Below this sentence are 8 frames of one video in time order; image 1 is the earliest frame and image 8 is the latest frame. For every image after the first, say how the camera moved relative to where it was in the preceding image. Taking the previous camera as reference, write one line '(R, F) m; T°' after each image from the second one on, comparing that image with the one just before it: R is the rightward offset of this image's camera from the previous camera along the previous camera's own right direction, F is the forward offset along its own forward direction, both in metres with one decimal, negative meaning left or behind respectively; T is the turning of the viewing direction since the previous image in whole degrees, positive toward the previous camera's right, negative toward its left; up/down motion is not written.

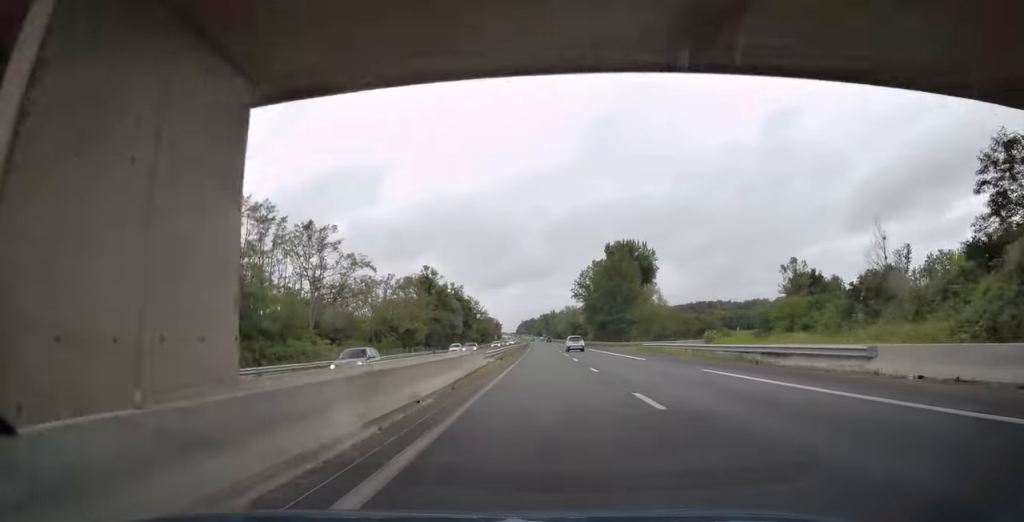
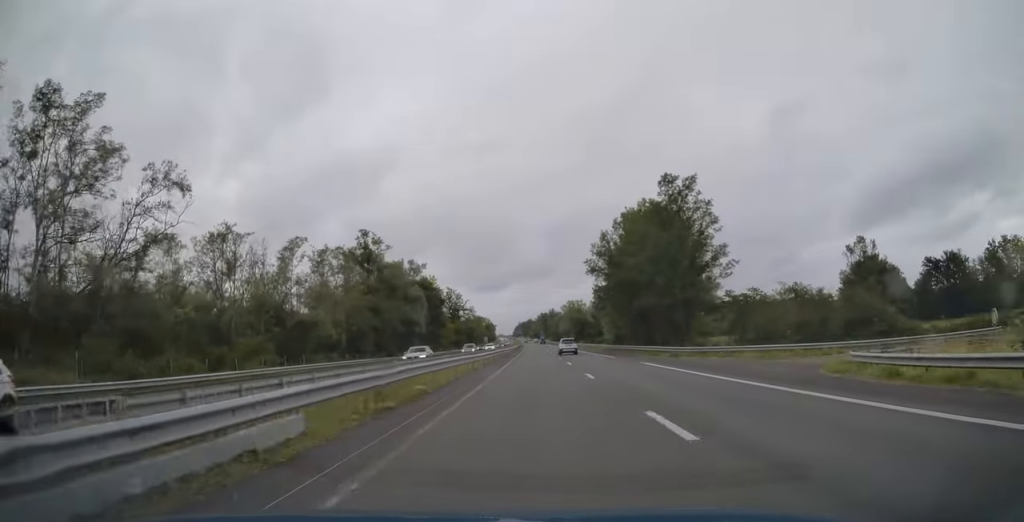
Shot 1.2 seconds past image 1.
(+0.1, +41.3) m; 0°
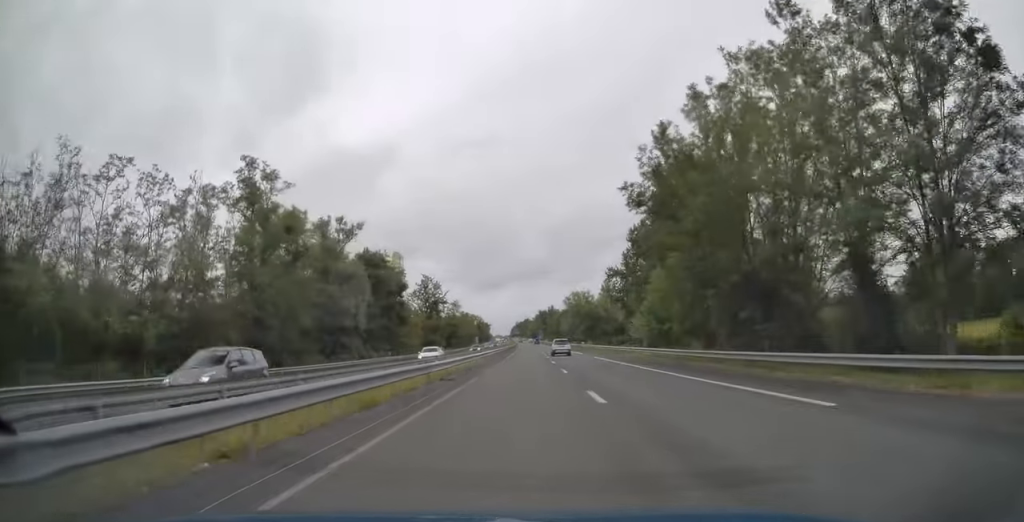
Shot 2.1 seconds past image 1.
(+0.1, +32.6) m; 0°
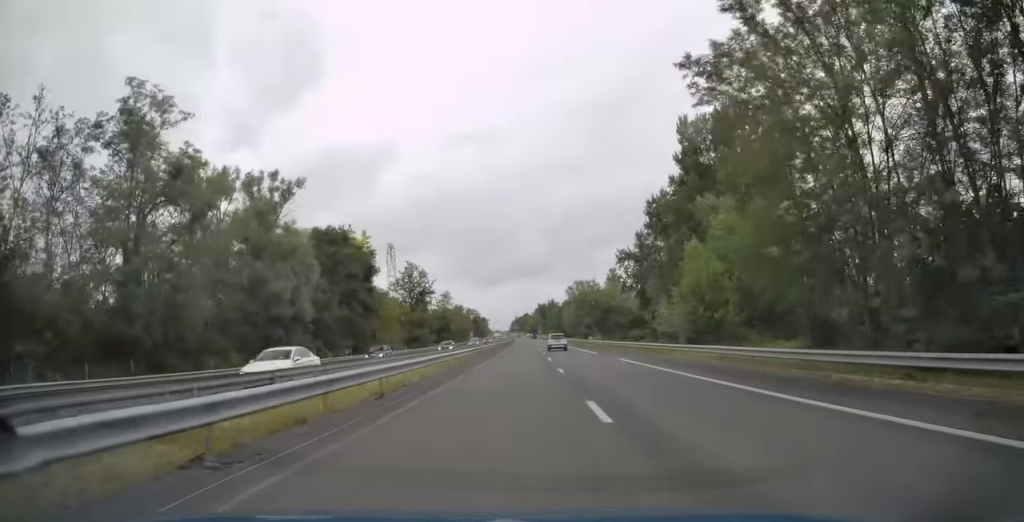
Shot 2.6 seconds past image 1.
(0.0, +15.8) m; 0°
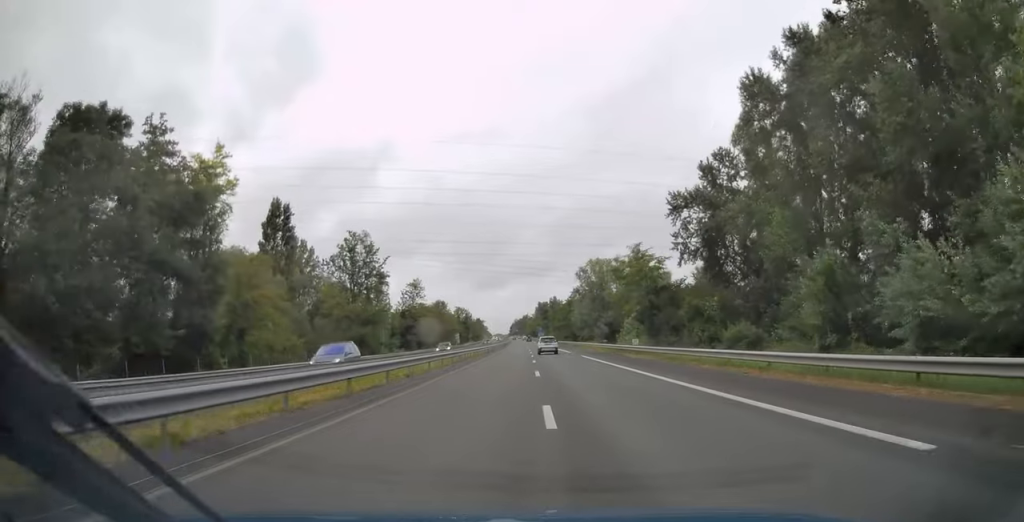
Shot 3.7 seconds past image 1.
(0.0, +36.7) m; 0°
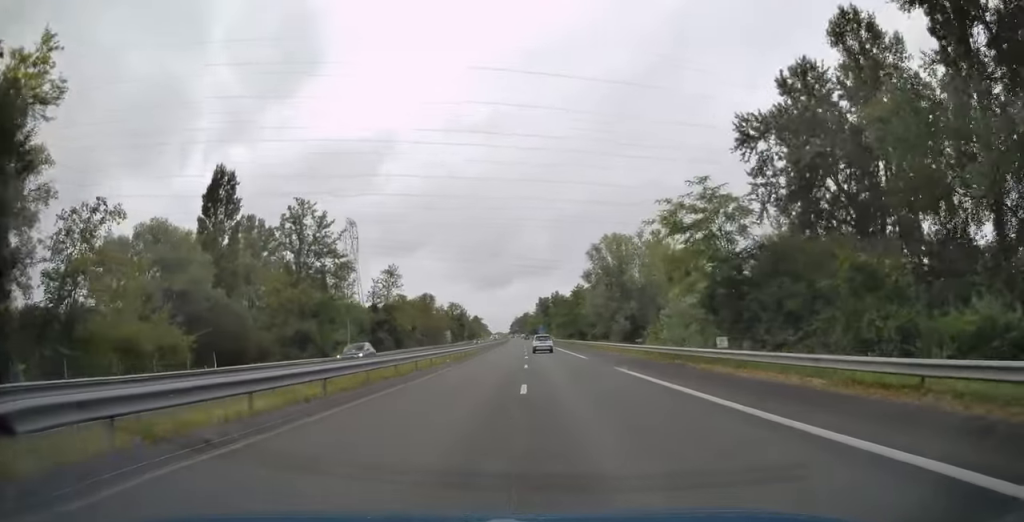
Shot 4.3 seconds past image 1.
(-0.1, +19.1) m; 0°
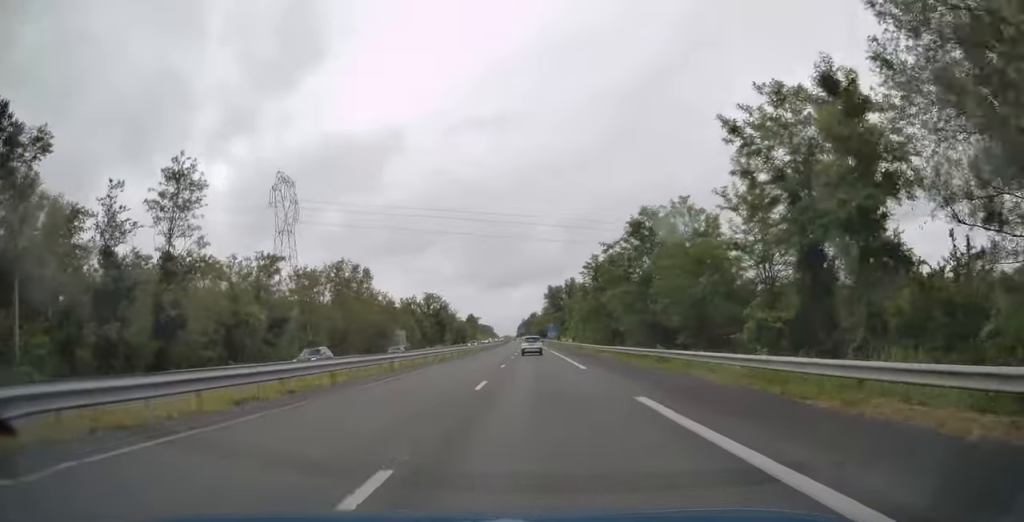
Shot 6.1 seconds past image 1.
(-0.3, +68.5) m; -1°
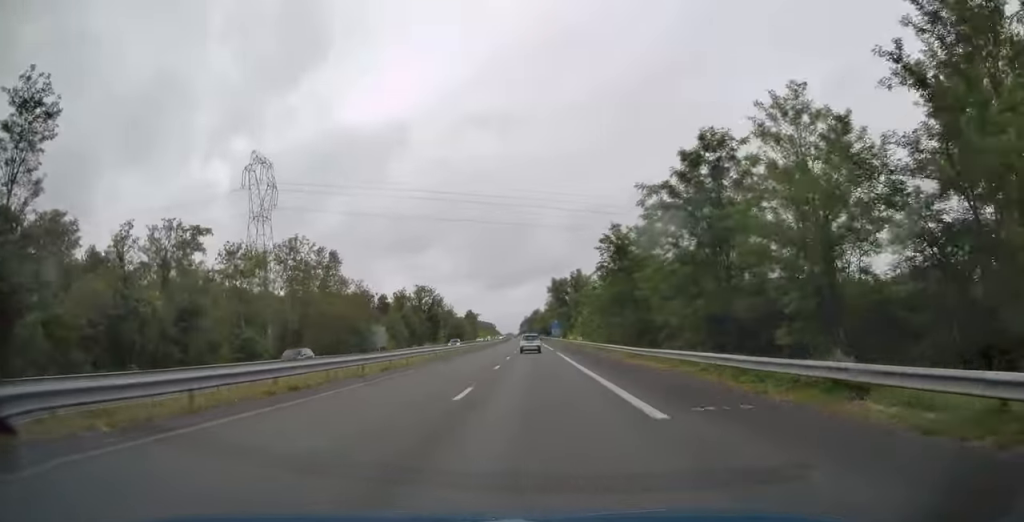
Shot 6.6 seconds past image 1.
(0.0, +17.0) m; 0°
